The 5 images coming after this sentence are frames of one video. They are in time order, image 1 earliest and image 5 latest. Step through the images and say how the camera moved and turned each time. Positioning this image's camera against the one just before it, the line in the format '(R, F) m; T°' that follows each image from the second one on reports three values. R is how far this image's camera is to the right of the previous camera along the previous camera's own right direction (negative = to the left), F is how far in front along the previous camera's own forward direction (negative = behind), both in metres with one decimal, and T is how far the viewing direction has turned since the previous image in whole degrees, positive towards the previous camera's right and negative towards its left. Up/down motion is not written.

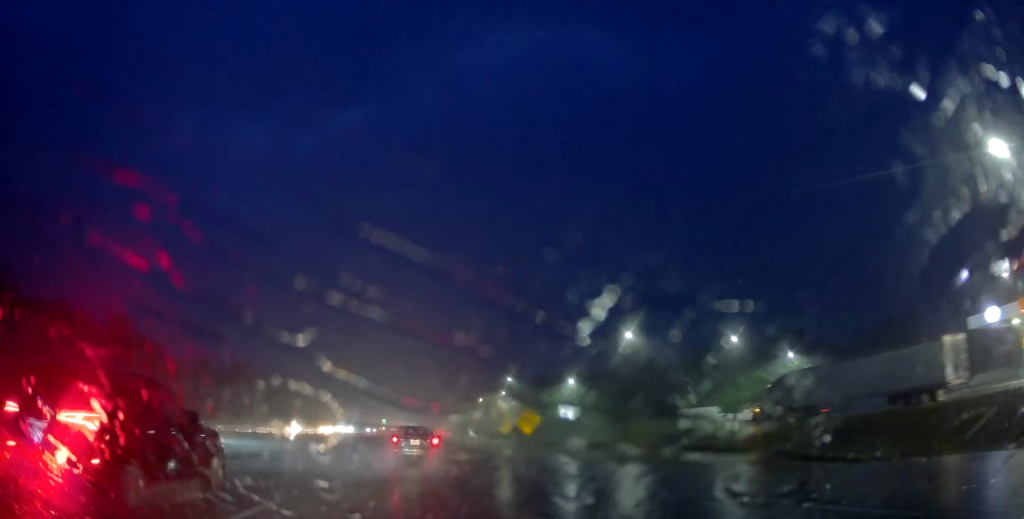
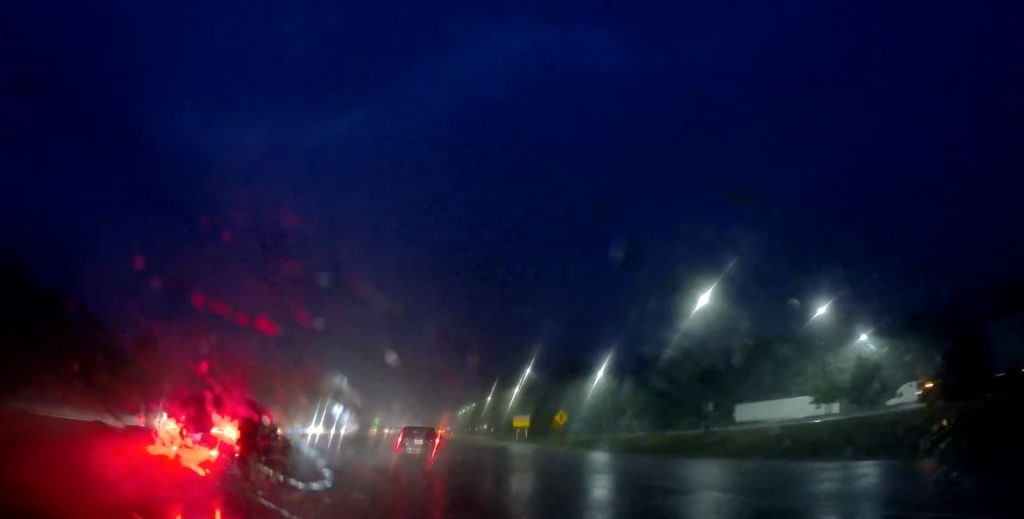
(+0.2, +20.0) m; 0°
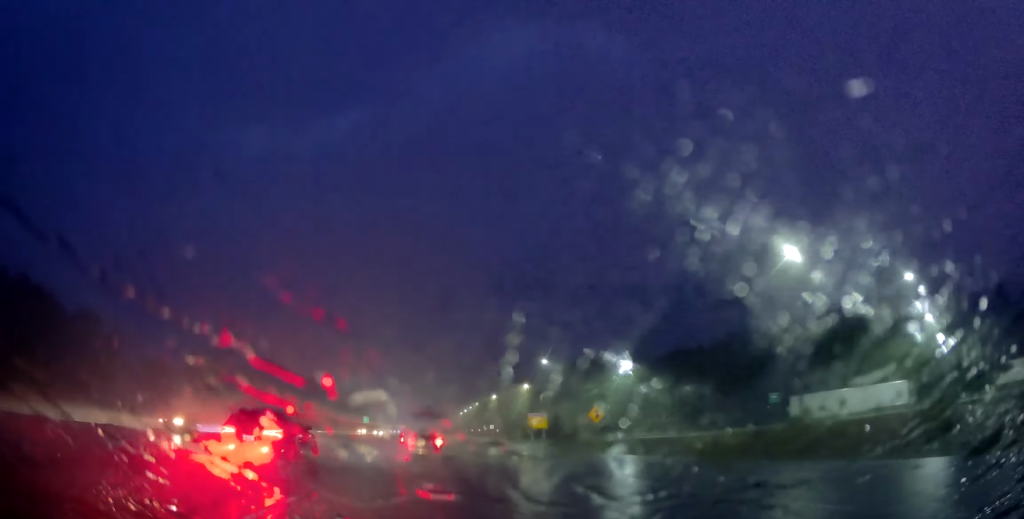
(0.0, +14.5) m; 0°
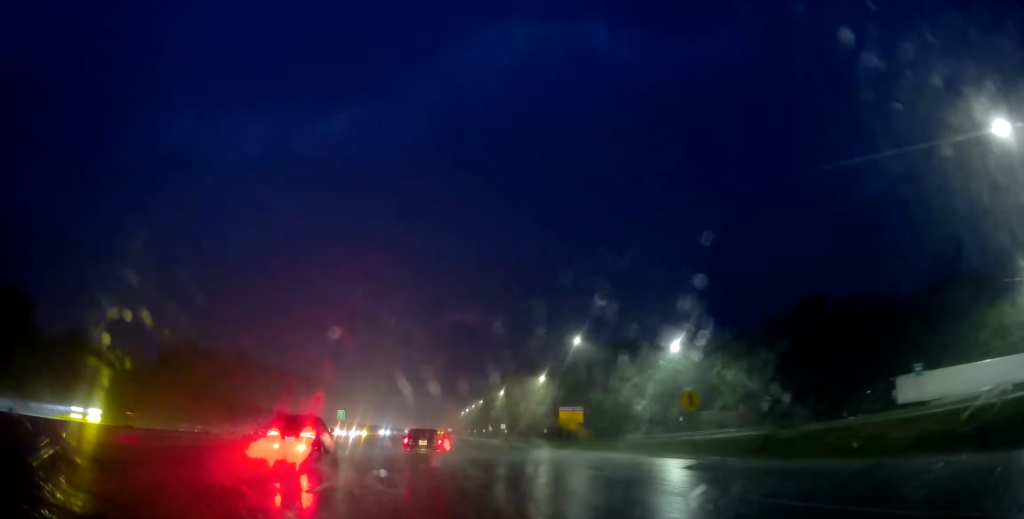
(0.0, +19.5) m; 0°
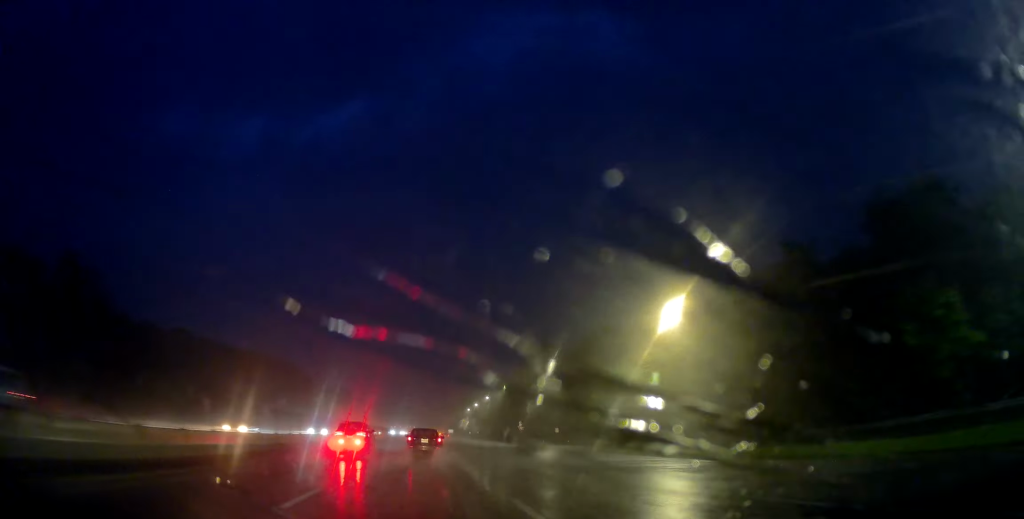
(+0.5, +61.3) m; +1°
